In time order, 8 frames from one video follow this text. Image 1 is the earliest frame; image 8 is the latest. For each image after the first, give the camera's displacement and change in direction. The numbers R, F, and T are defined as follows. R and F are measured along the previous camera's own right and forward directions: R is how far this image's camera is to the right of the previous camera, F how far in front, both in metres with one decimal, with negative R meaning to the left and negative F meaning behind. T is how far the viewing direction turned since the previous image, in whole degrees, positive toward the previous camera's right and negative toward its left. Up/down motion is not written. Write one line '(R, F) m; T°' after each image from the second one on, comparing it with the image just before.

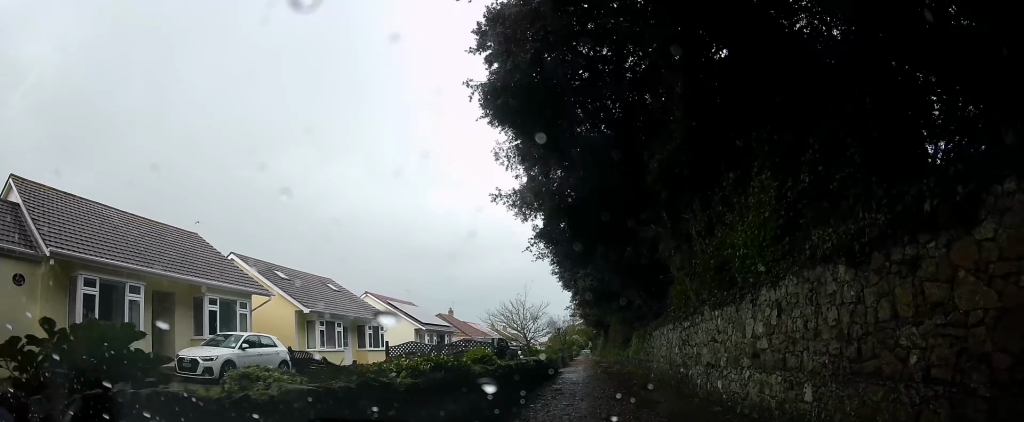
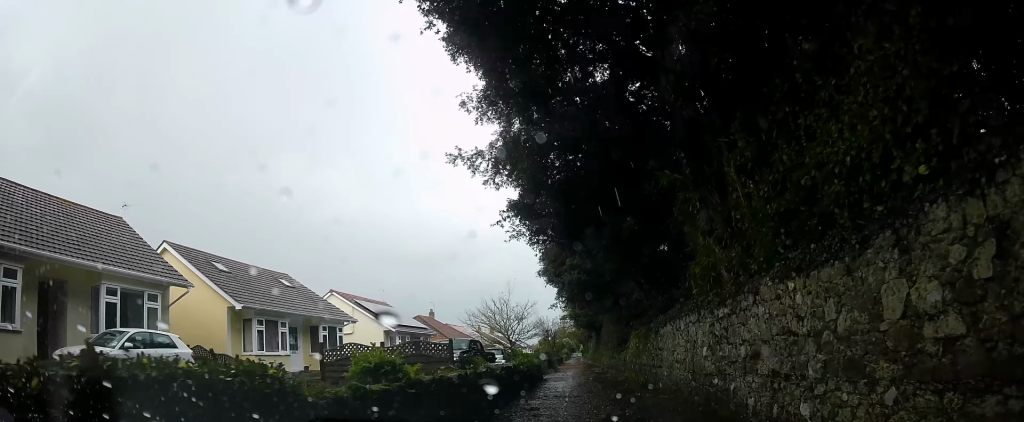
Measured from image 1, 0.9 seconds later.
(-0.2, +3.6) m; -13°
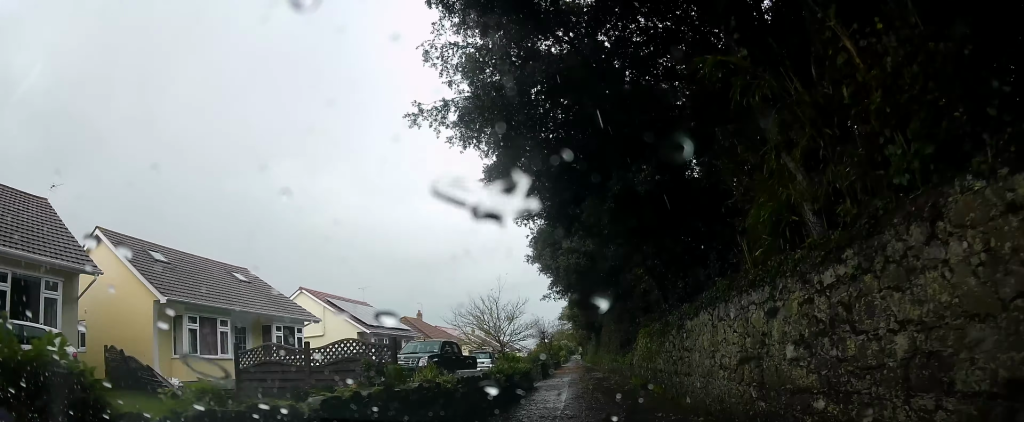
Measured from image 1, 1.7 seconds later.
(-1.0, +3.2) m; -1°
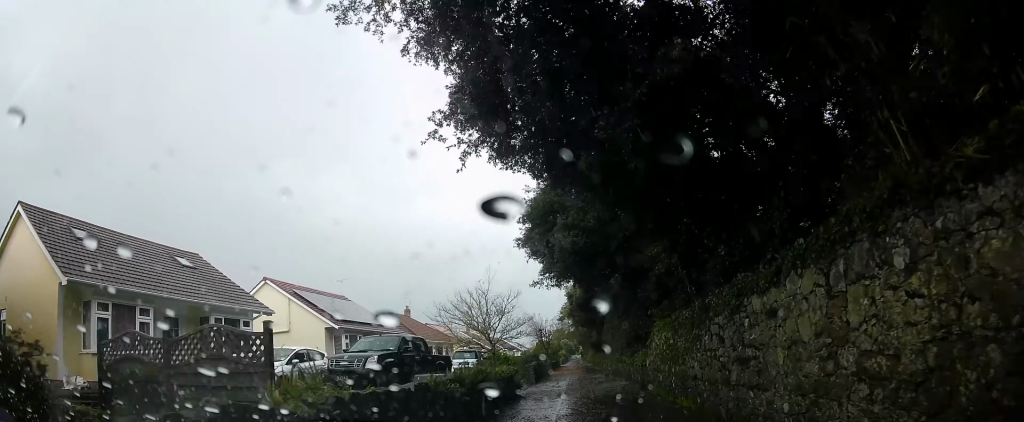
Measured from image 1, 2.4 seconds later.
(+0.9, +3.3) m; +13°
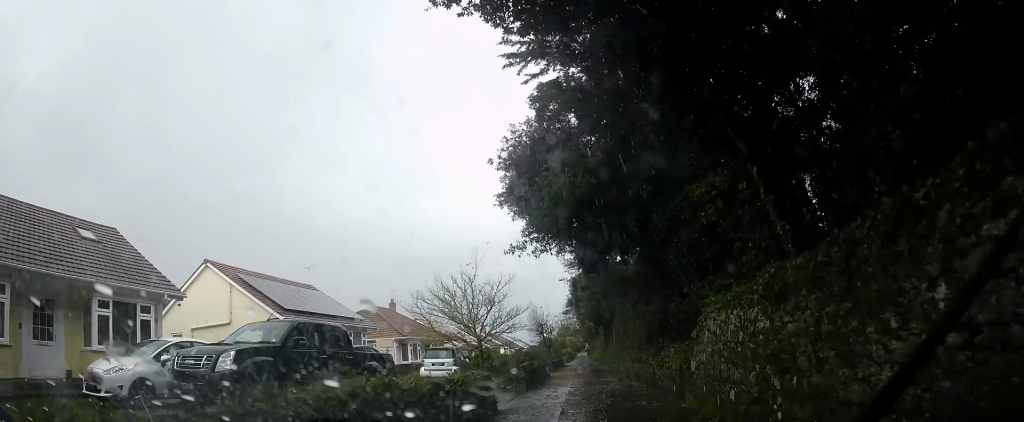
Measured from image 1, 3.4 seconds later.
(+0.5, +4.9) m; +6°
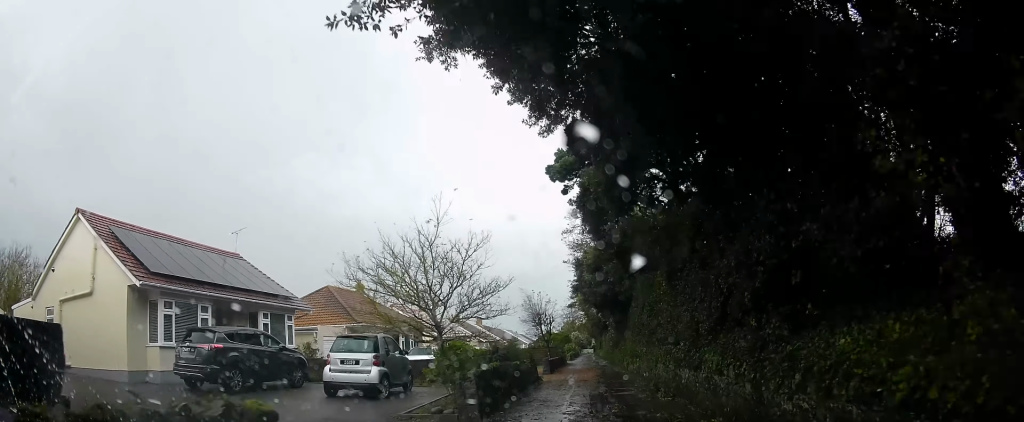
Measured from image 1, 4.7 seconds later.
(-0.2, +7.4) m; -13°
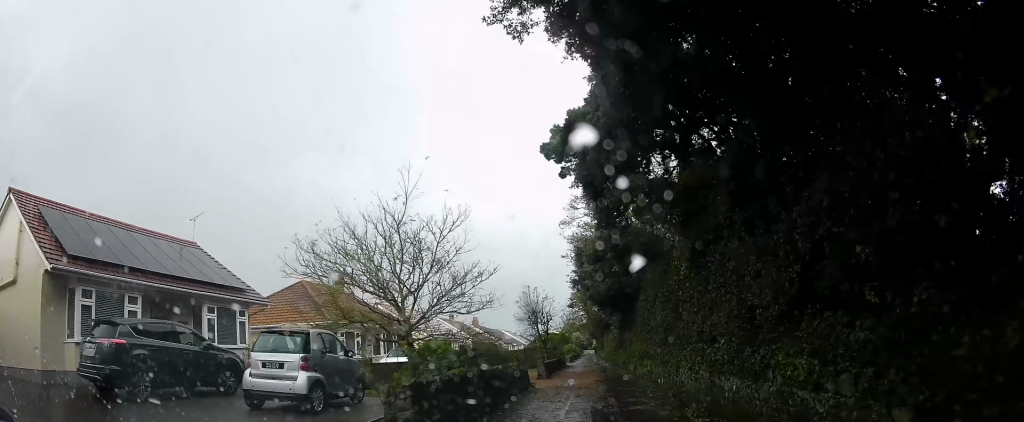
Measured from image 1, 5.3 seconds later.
(-0.6, +3.2) m; +2°
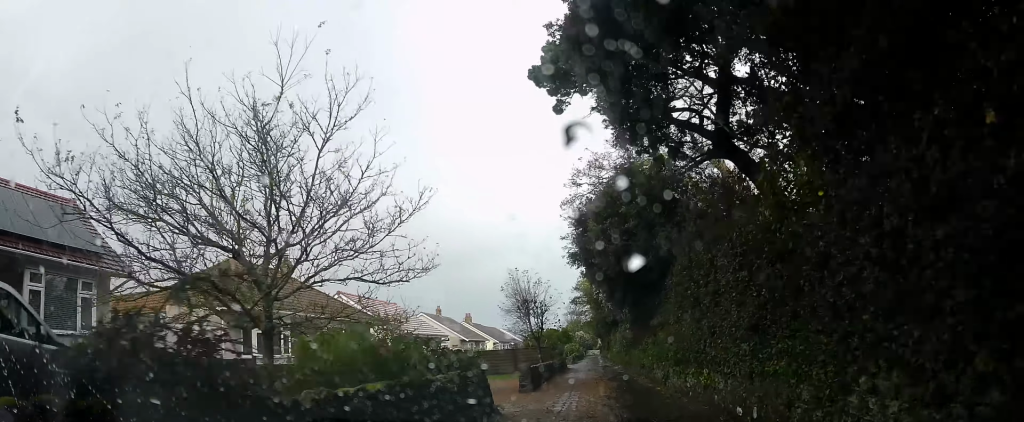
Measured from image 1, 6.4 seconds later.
(+0.6, +7.4) m; +11°
